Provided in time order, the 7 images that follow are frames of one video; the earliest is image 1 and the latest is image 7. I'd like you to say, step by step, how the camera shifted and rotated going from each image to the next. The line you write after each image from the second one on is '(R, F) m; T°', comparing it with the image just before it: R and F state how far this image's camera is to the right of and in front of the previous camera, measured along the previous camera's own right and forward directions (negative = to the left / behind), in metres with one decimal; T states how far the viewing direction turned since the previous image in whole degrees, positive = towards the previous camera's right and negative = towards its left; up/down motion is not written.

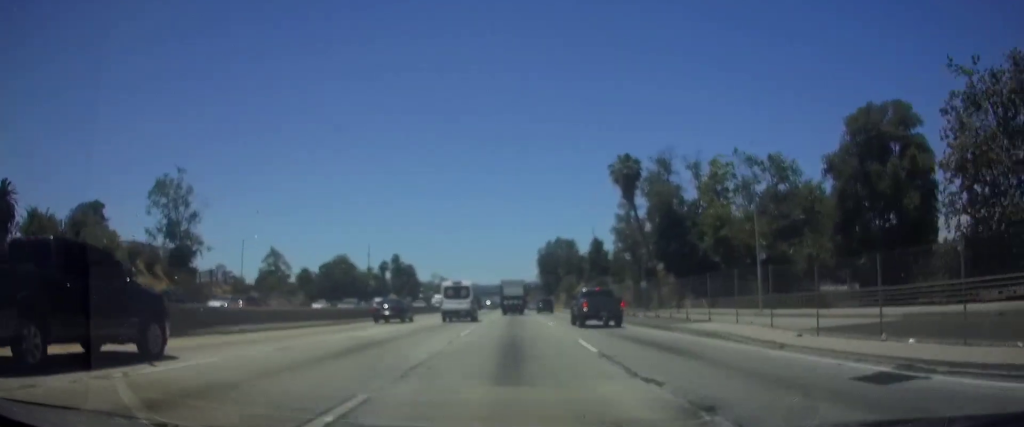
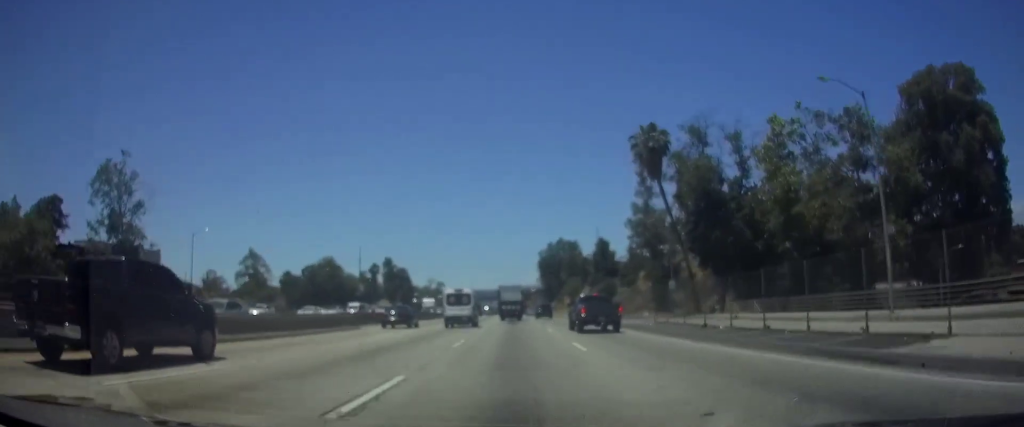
(0.0, +14.9) m; 0°
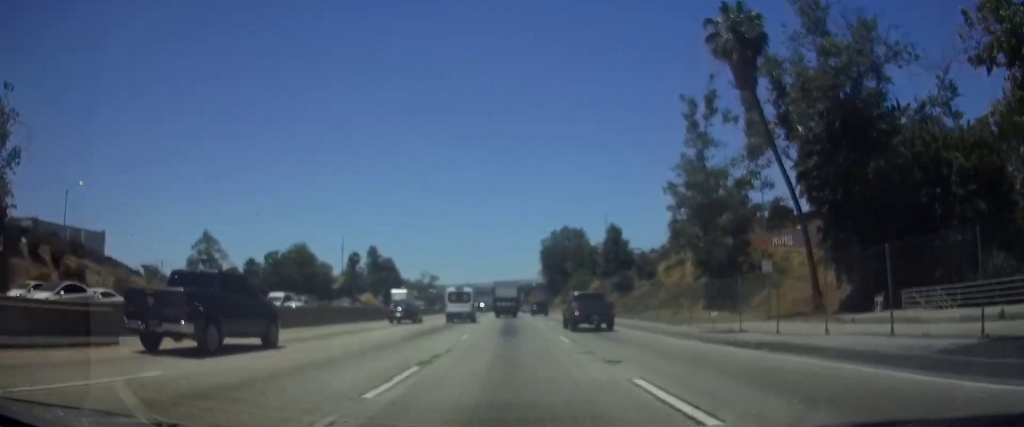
(0.0, +25.6) m; 0°
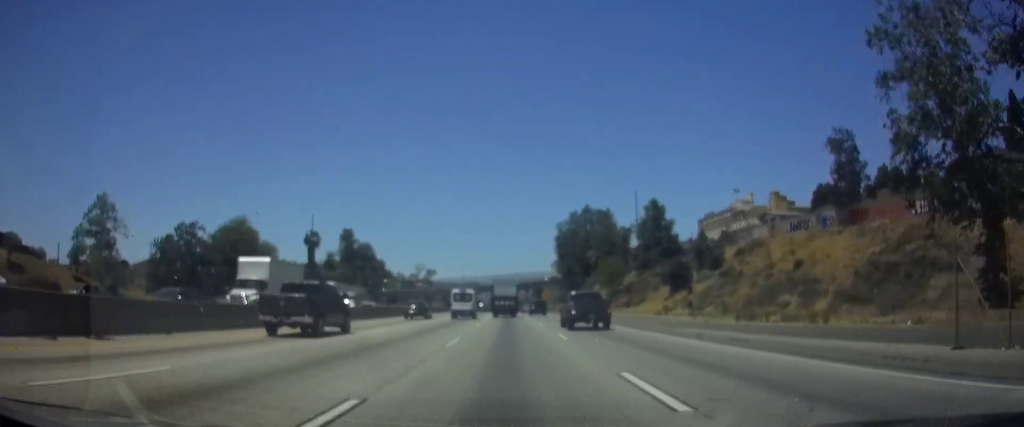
(-0.2, +43.4) m; 0°
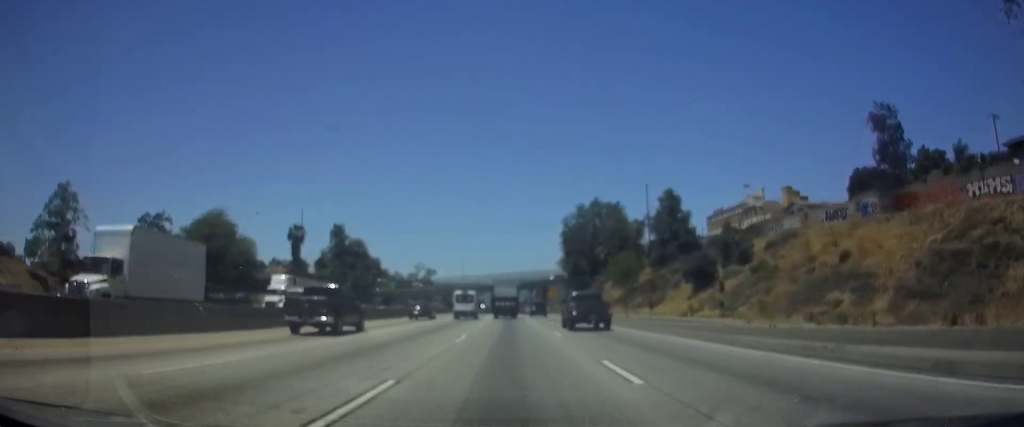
(0.0, +12.0) m; 0°
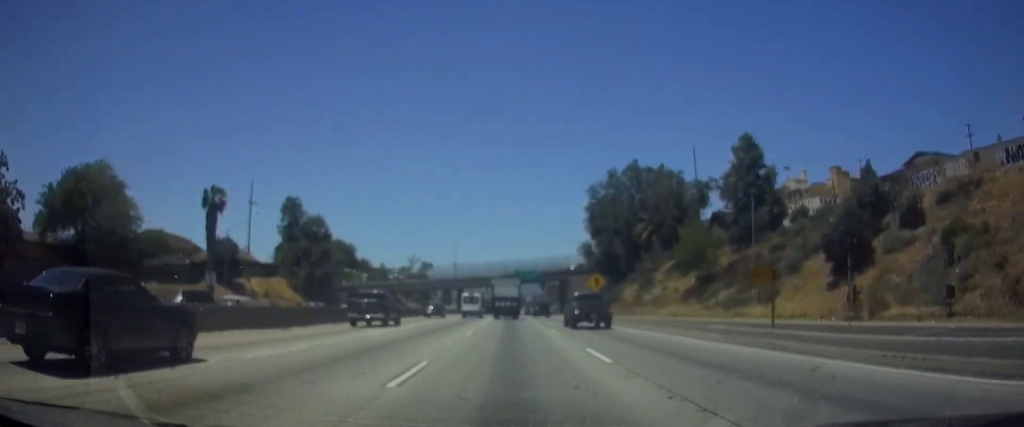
(-0.3, +40.8) m; -1°
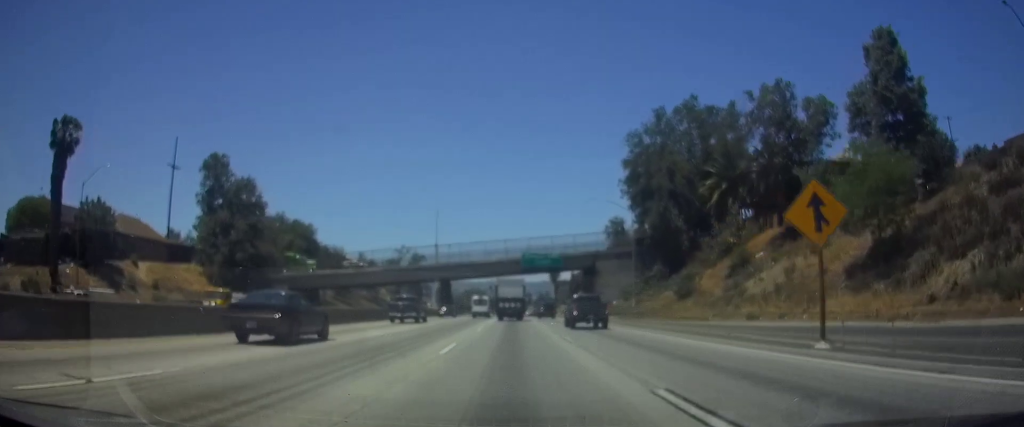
(-0.1, +37.1) m; 0°
